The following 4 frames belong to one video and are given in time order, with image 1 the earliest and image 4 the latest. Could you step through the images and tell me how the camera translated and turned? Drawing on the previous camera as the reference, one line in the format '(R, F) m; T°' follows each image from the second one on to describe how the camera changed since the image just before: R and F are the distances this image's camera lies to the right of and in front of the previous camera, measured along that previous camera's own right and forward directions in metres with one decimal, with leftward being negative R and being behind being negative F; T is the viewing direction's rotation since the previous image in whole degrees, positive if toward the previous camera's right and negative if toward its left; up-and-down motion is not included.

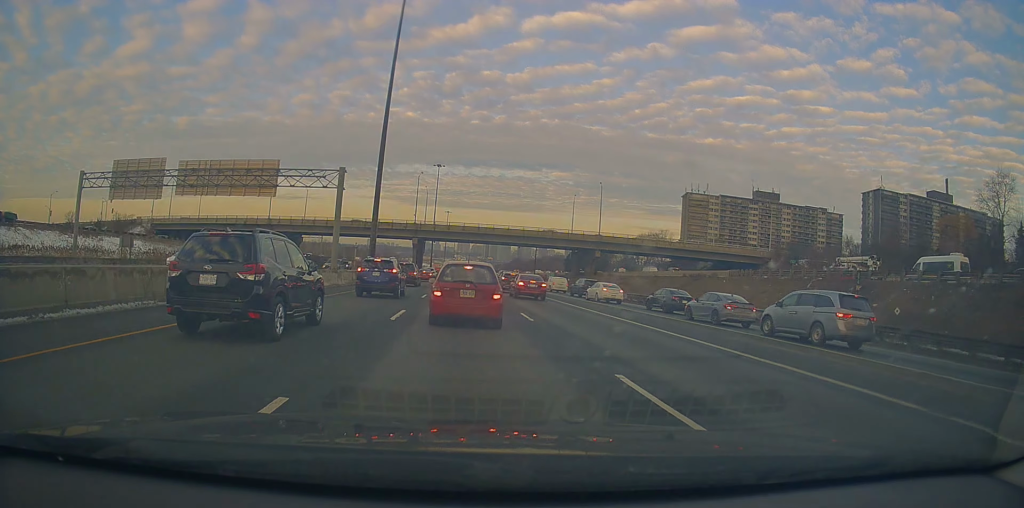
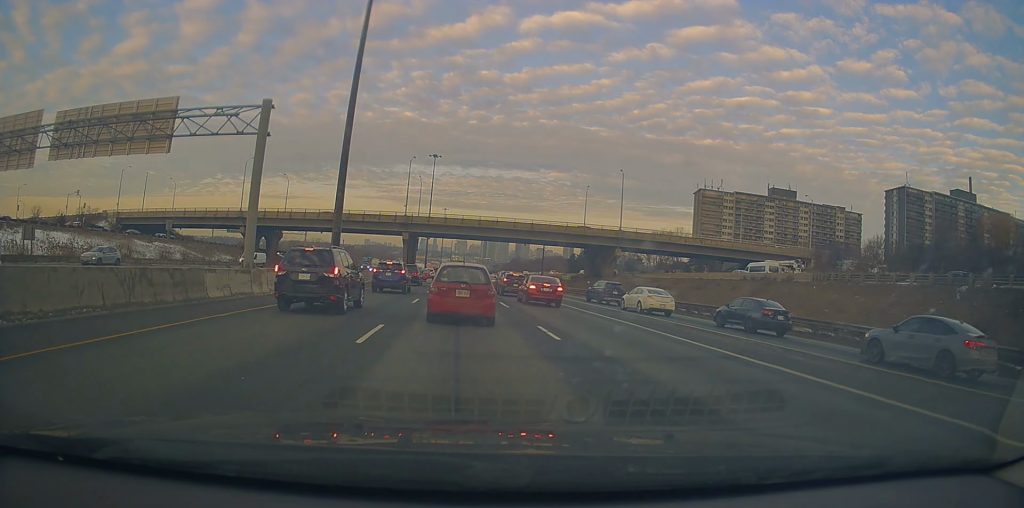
(-0.7, +17.2) m; 0°
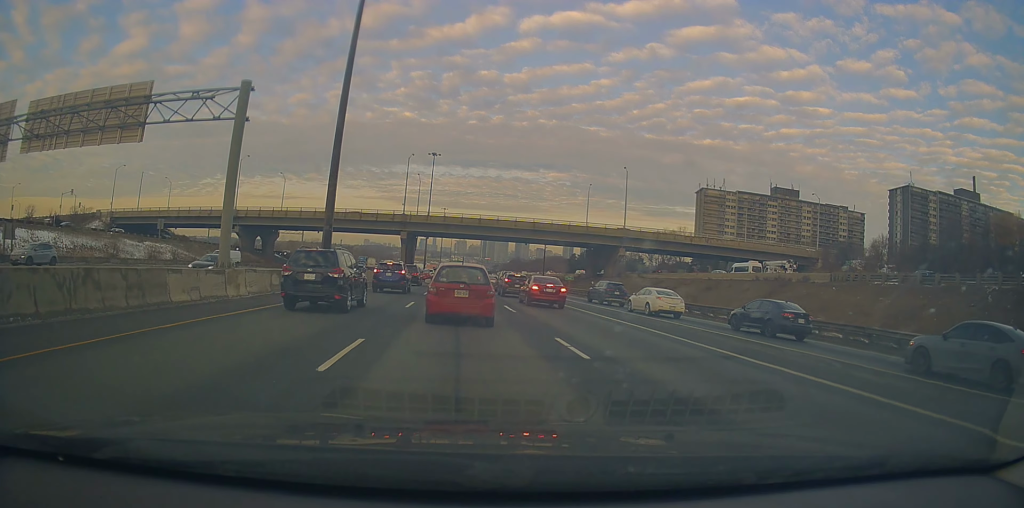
(+0.2, +2.5) m; +3°
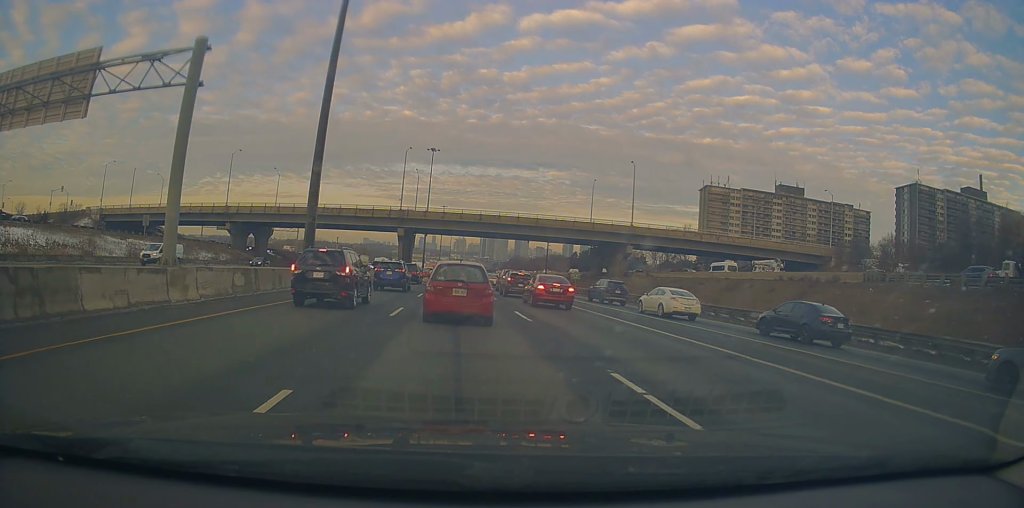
(+0.1, +4.3) m; -2°
